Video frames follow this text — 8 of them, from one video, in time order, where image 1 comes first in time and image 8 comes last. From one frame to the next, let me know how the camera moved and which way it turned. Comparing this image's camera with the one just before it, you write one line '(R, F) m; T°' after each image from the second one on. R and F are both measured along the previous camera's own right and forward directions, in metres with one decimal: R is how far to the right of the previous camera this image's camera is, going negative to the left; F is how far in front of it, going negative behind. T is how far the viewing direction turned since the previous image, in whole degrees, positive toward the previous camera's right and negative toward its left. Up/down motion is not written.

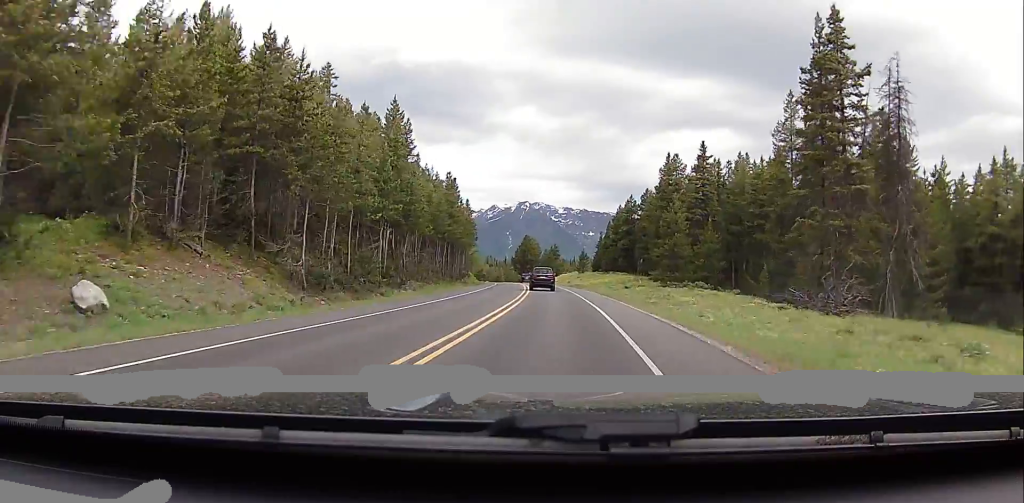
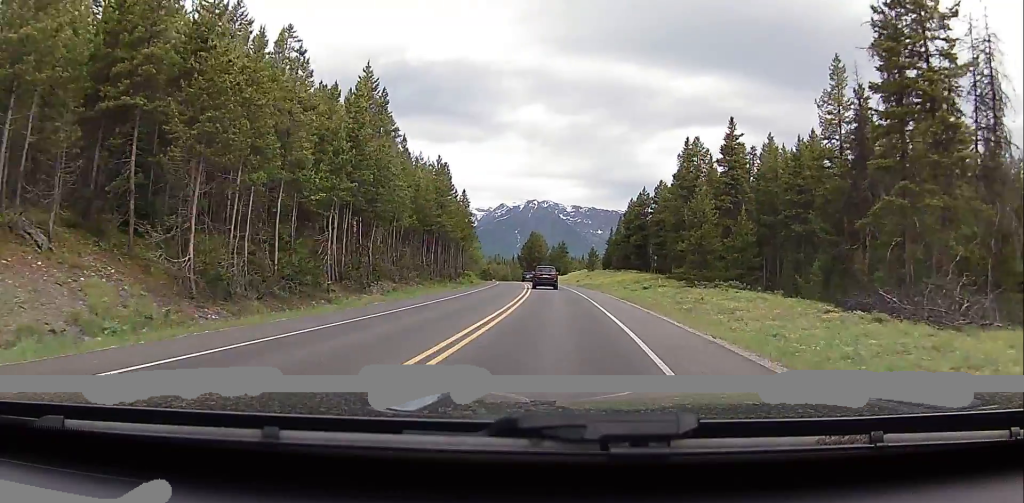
(-0.1, +9.6) m; -1°
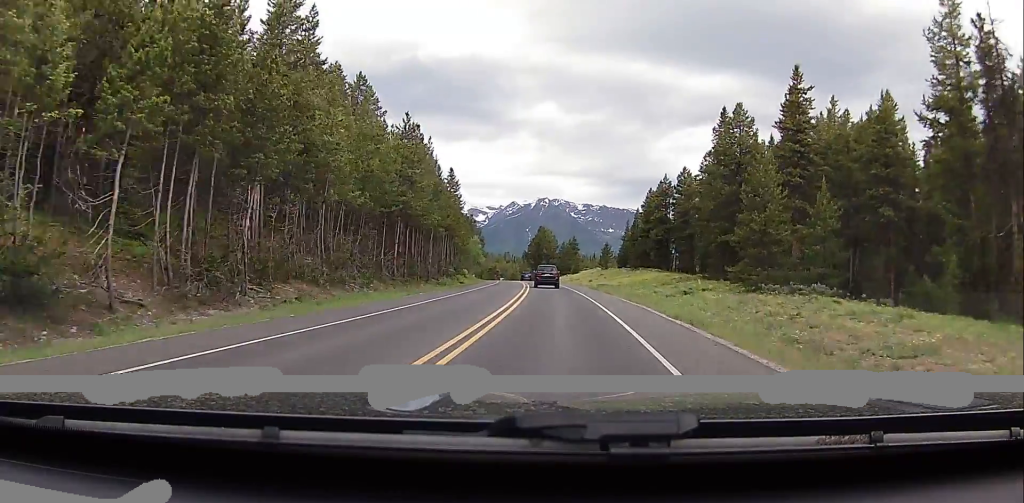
(-0.2, +15.6) m; -1°
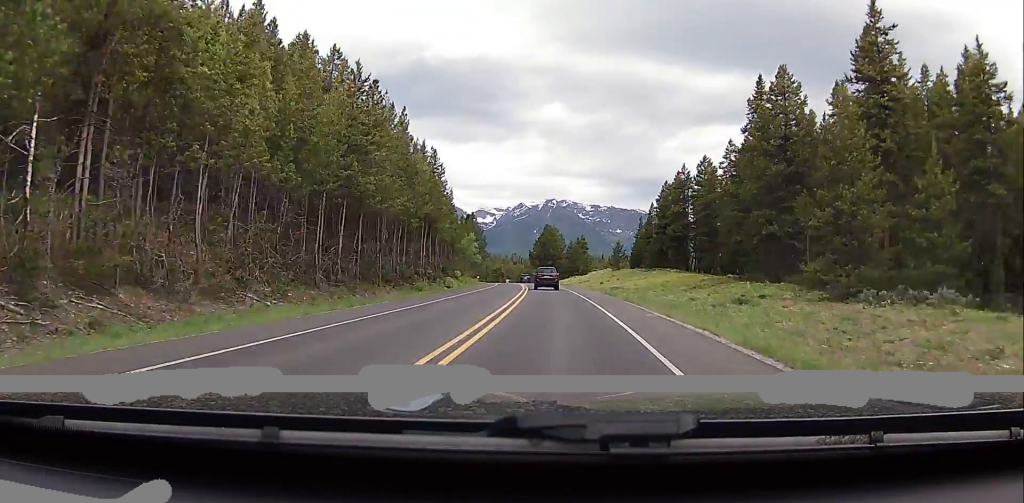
(-0.2, +12.0) m; -1°
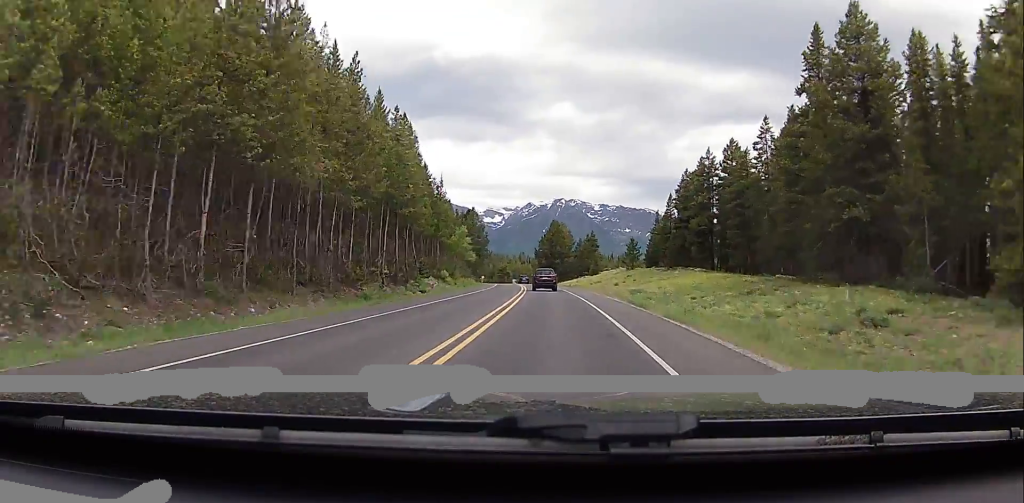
(+0.1, +13.1) m; 0°
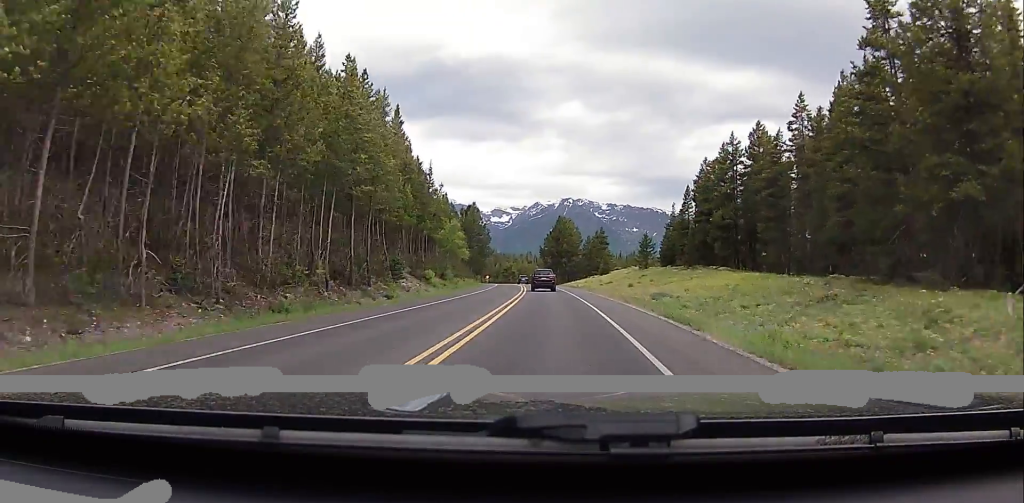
(0.0, +10.2) m; 0°
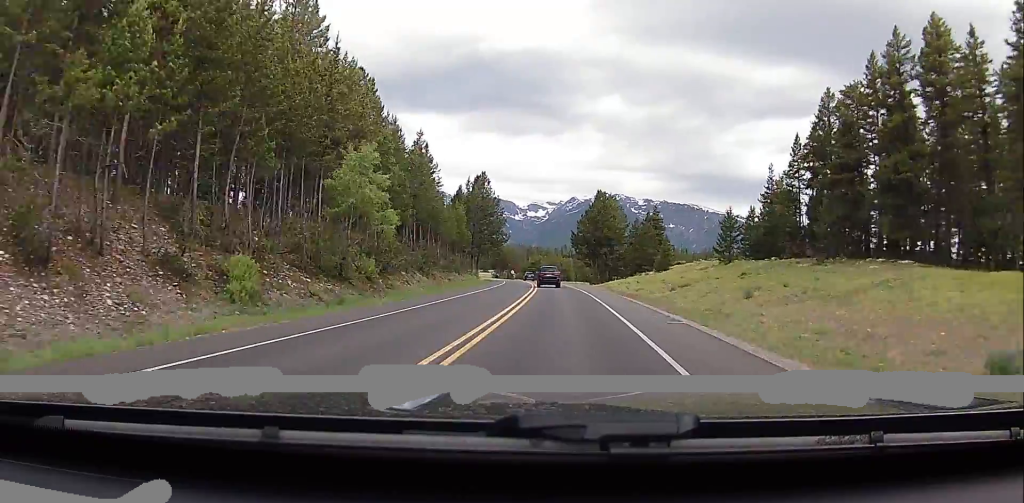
(-0.9, +37.4) m; -4°
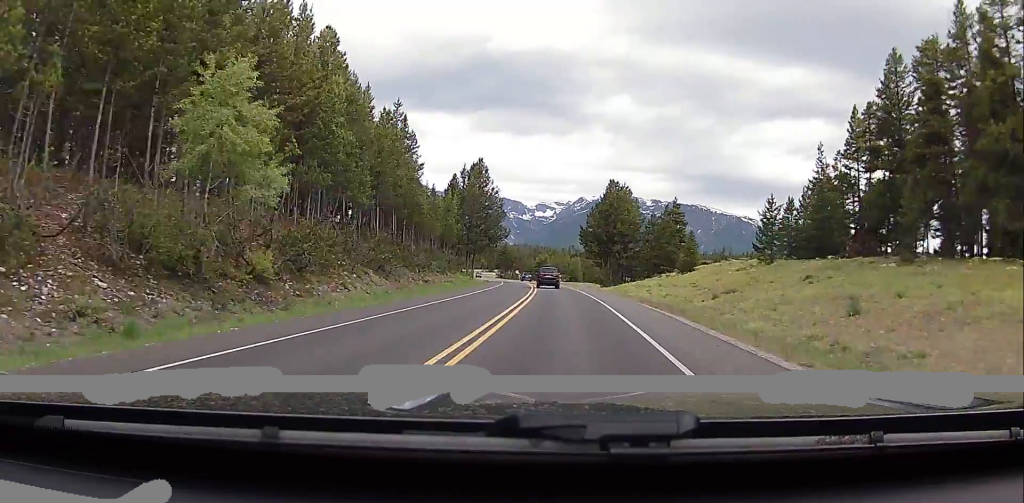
(-0.3, +12.8) m; -1°
